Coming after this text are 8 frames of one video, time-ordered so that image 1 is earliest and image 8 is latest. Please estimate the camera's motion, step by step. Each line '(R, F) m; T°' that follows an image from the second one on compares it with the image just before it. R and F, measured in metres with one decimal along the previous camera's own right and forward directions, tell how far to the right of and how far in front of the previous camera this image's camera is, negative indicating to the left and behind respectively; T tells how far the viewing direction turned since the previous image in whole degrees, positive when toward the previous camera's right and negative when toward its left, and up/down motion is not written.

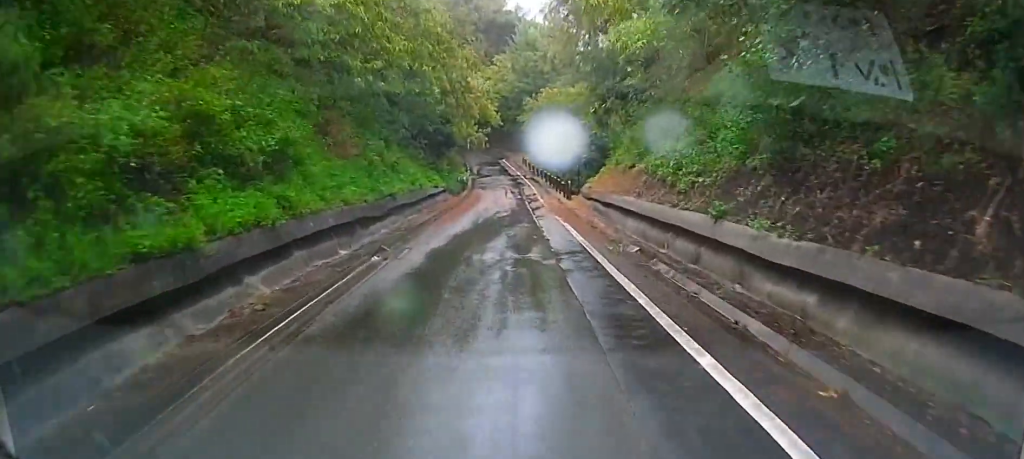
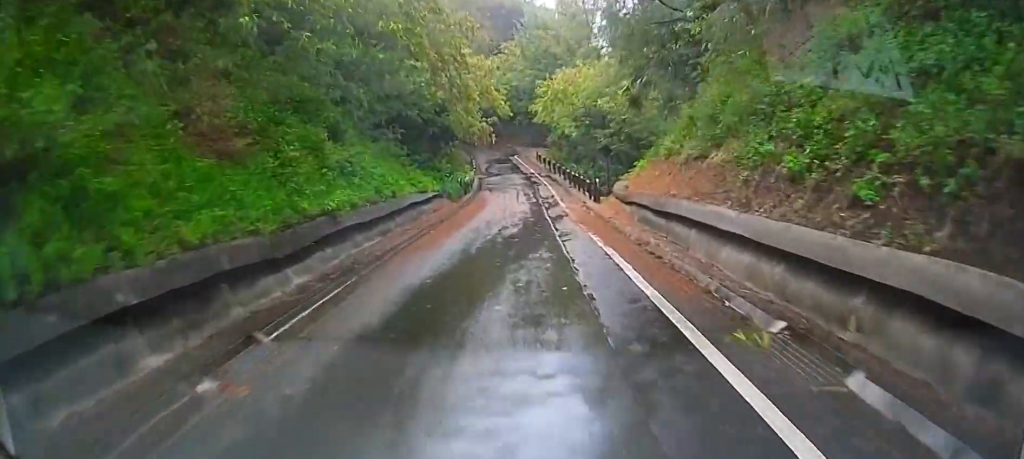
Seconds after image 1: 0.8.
(+0.1, +6.6) m; +3°
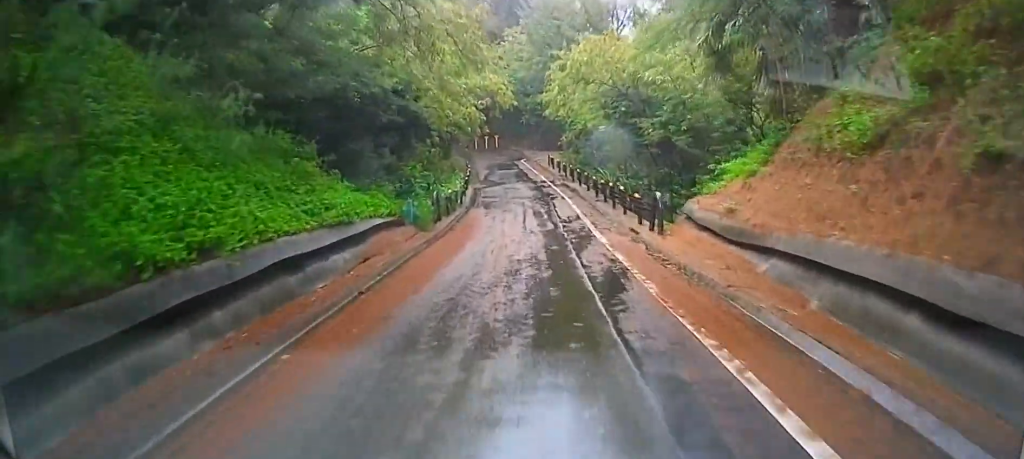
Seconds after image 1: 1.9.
(+0.4, +8.8) m; -11°
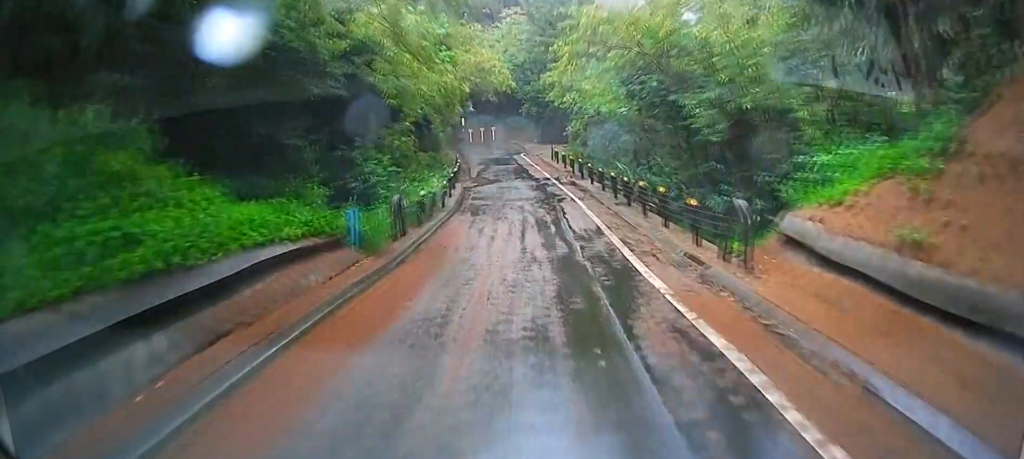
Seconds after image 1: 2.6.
(-1.1, +2.3) m; -17°
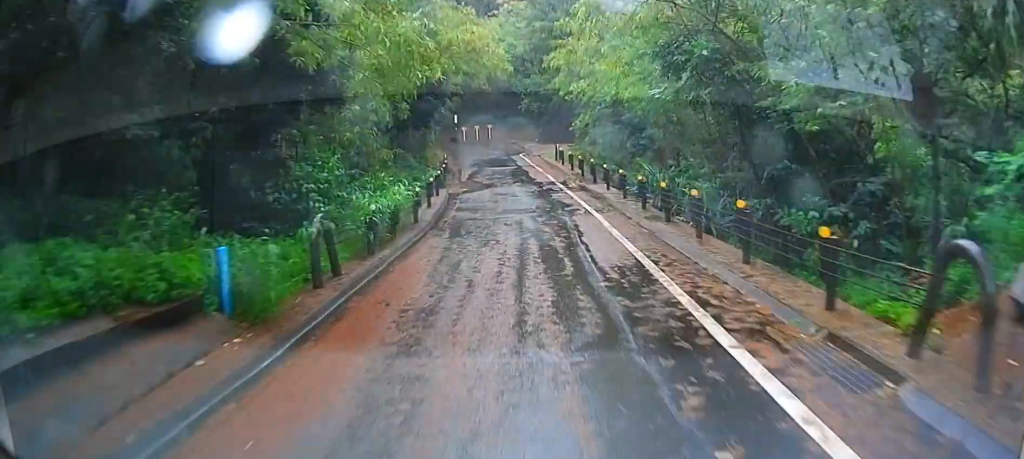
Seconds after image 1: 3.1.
(-0.6, +2.3) m; -8°
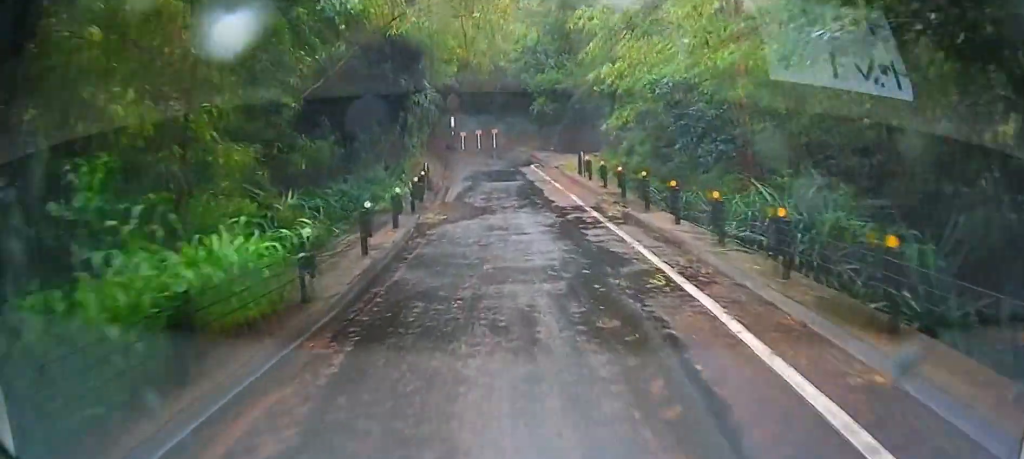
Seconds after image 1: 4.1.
(+0.5, +5.1) m; +13°
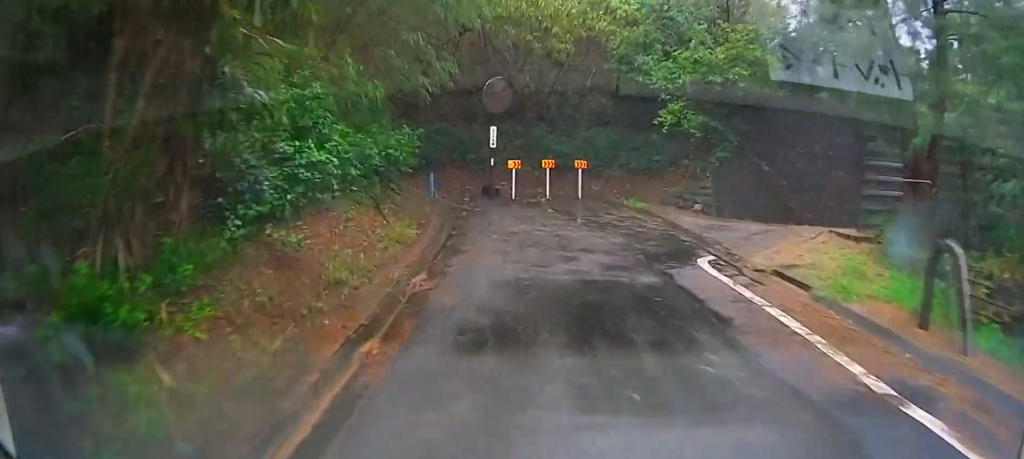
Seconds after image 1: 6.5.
(-0.6, +12.1) m; -2°
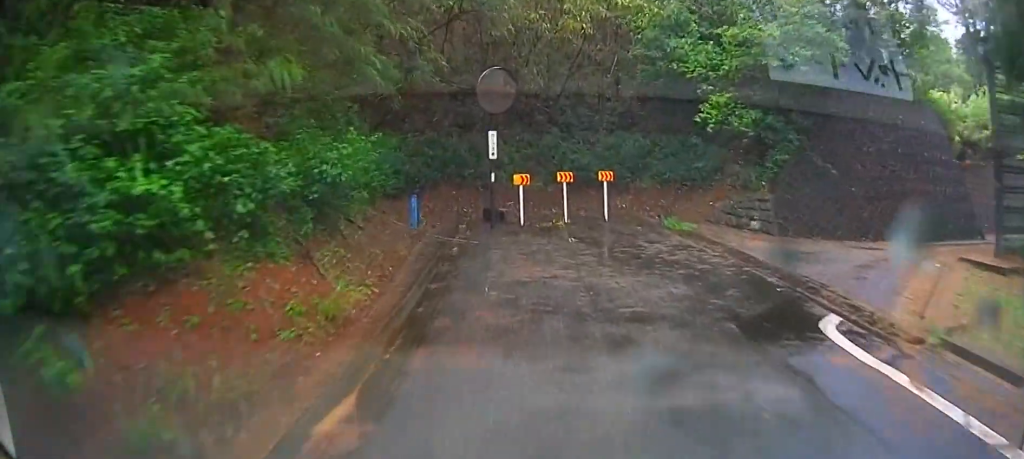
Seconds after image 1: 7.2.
(+0.4, +3.3) m; +2°
